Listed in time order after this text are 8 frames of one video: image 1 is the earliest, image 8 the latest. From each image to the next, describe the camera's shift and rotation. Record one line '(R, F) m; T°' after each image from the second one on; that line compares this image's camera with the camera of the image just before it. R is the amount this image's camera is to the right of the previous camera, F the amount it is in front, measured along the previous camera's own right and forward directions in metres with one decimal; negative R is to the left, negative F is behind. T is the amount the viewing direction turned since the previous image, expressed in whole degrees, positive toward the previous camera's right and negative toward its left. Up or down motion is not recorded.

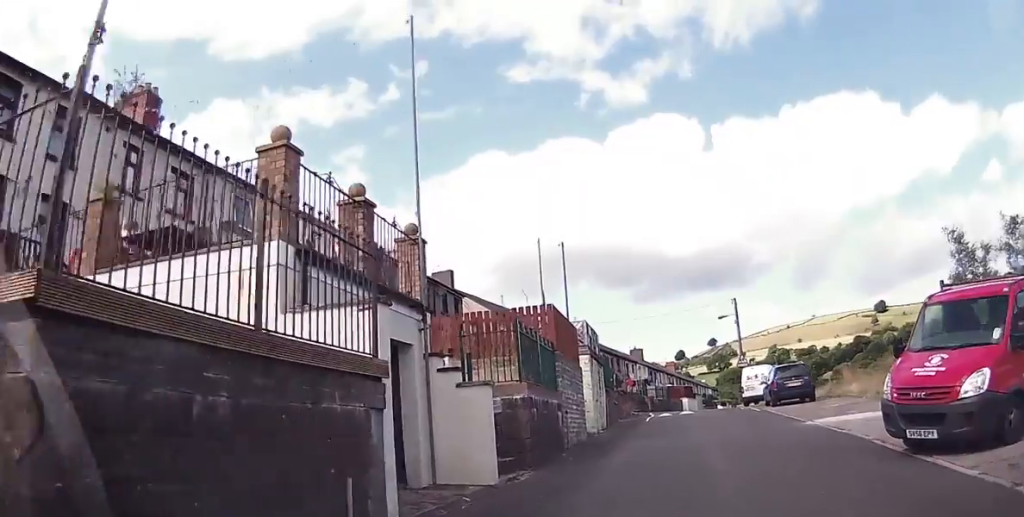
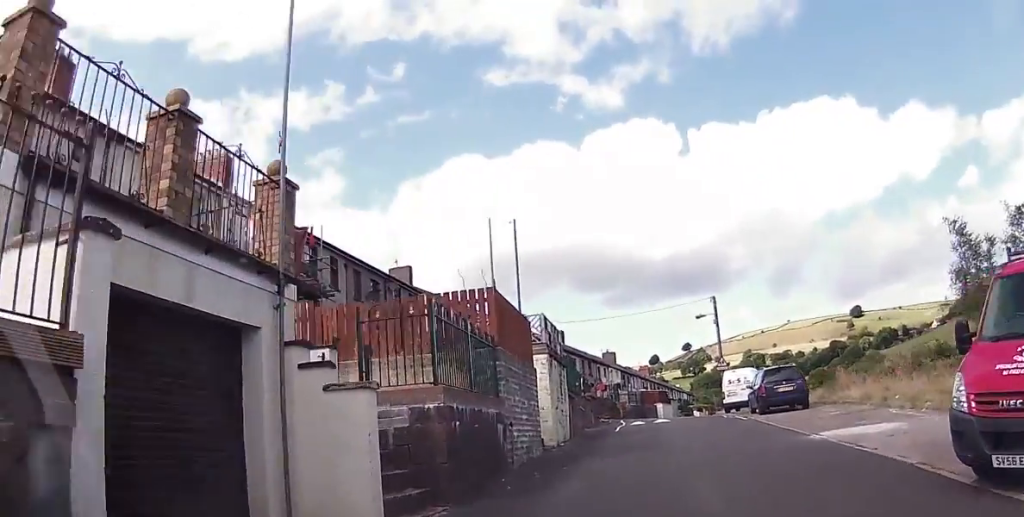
(+0.2, +3.3) m; +4°
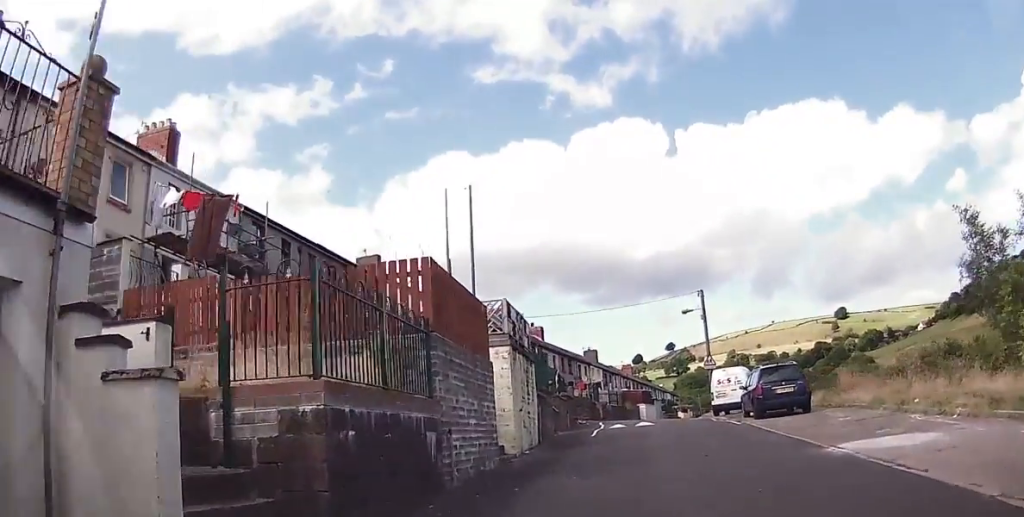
(+0.2, +2.8) m; +2°
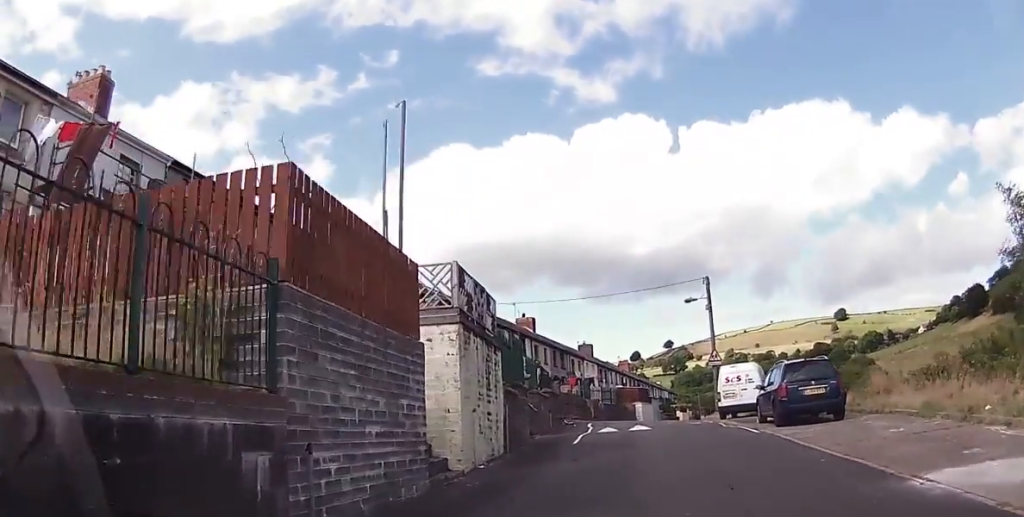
(-0.2, +4.1) m; 0°
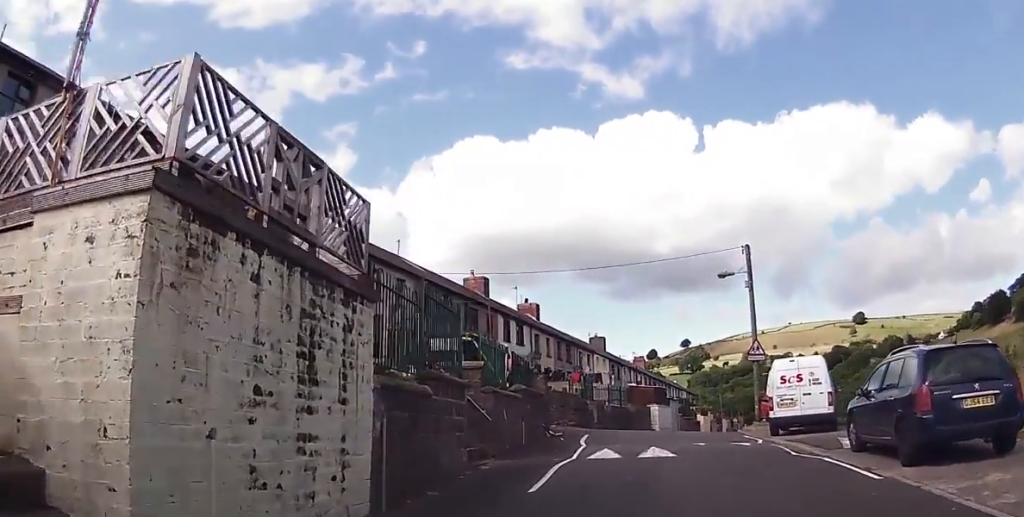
(+0.1, +8.7) m; -1°
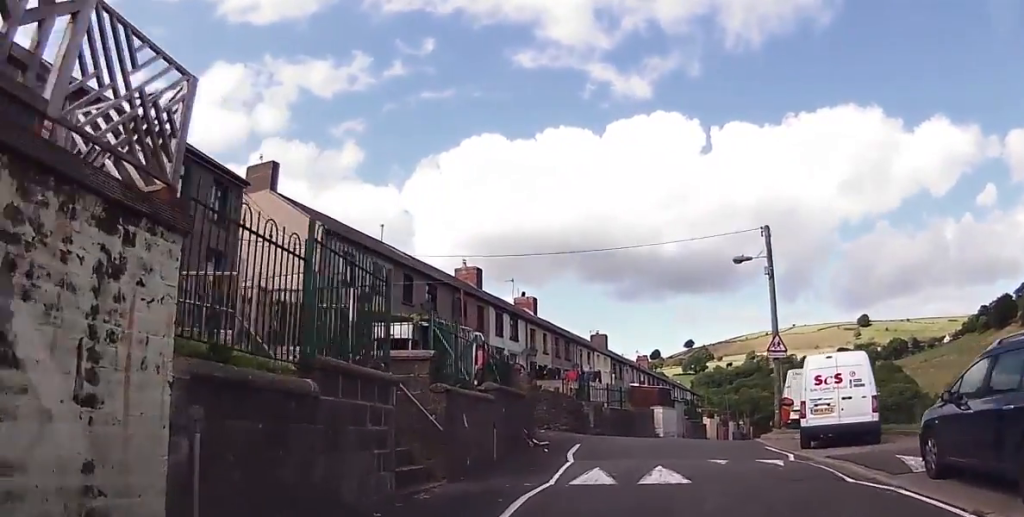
(-0.1, +3.3) m; -1°
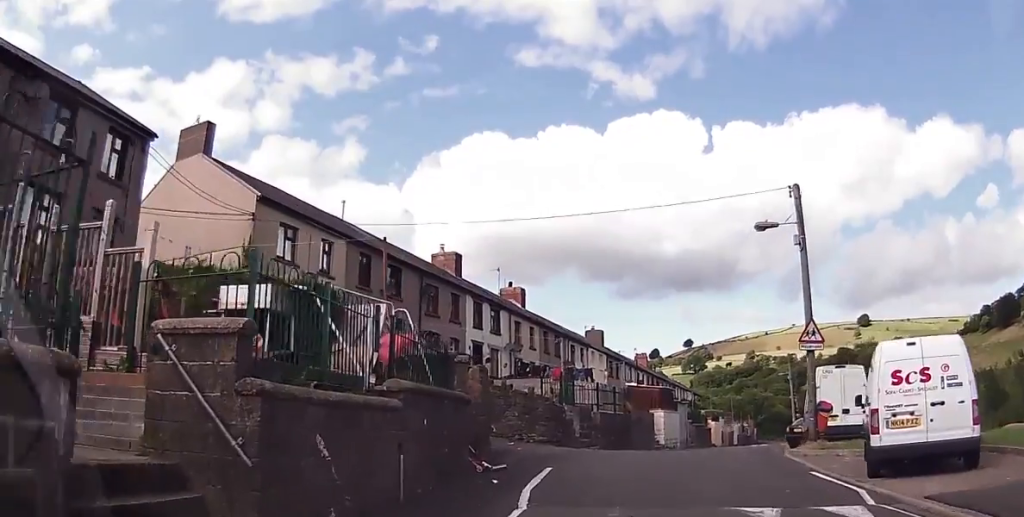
(0.0, +5.0) m; 0°
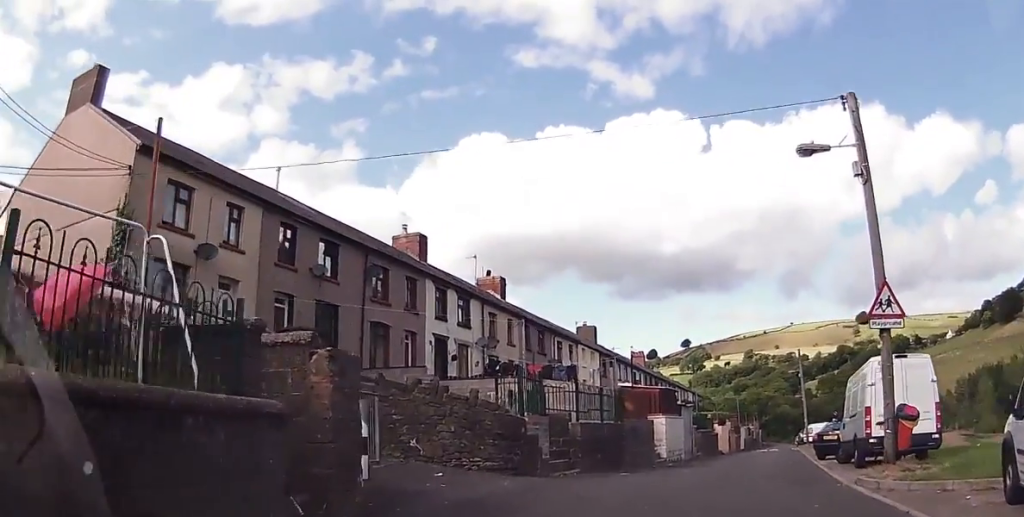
(+0.1, +6.1) m; +1°
